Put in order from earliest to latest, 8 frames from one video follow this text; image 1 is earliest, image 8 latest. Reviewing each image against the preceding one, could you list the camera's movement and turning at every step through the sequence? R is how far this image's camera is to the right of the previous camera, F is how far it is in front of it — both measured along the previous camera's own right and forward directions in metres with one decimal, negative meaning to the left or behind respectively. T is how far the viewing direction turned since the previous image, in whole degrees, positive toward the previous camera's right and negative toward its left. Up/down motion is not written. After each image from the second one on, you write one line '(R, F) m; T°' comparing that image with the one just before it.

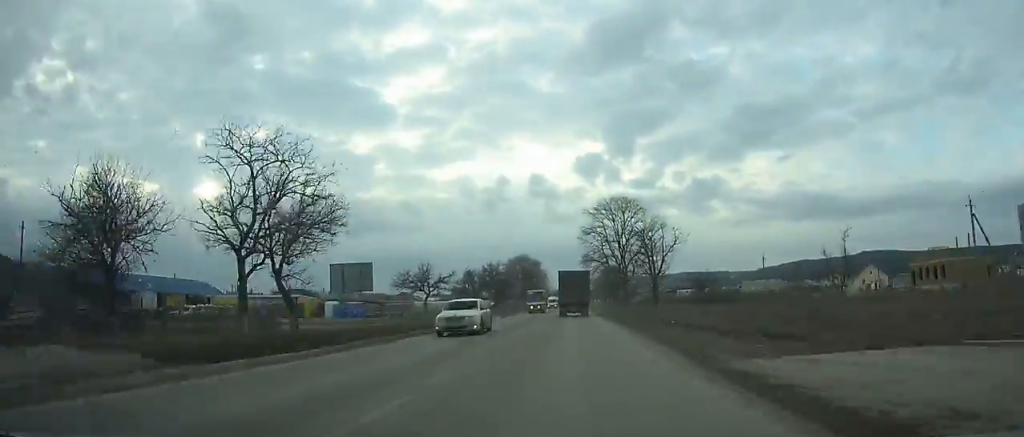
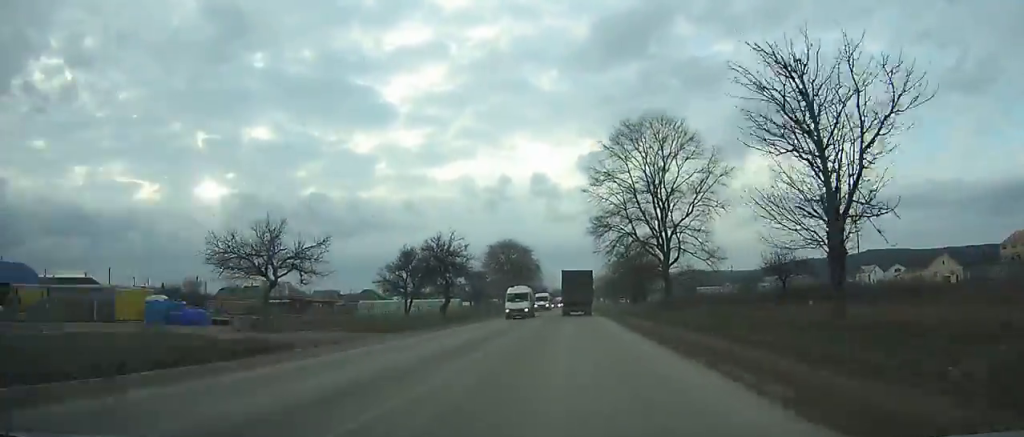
(-0.1, +43.4) m; 0°
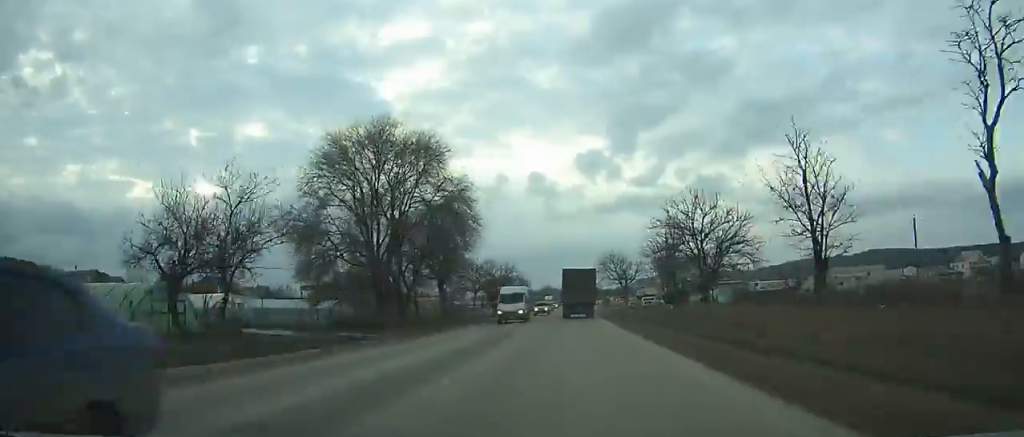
(+0.1, +82.9) m; 0°
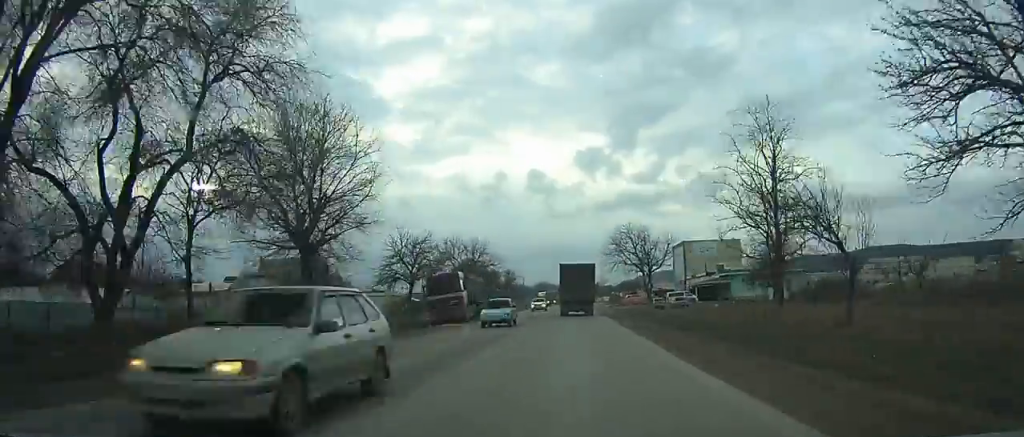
(0.0, +31.5) m; 0°
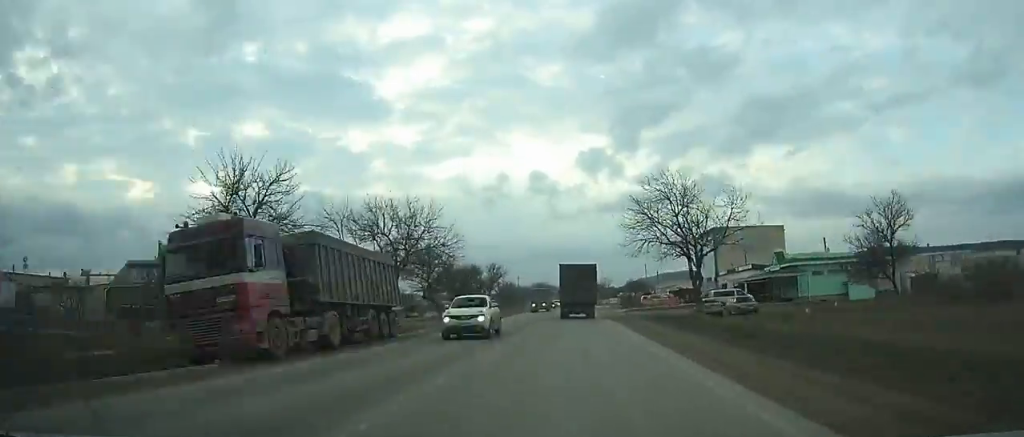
(+0.1, +25.6) m; 0°
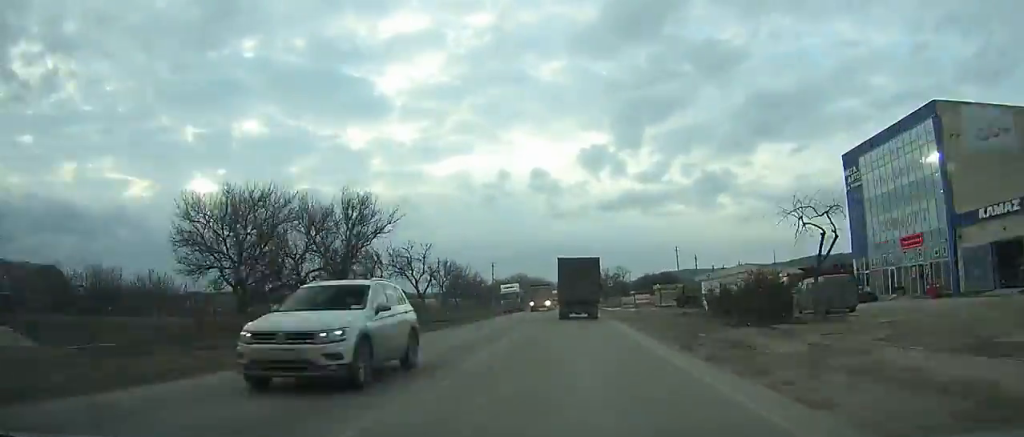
(+0.1, +64.6) m; 0°
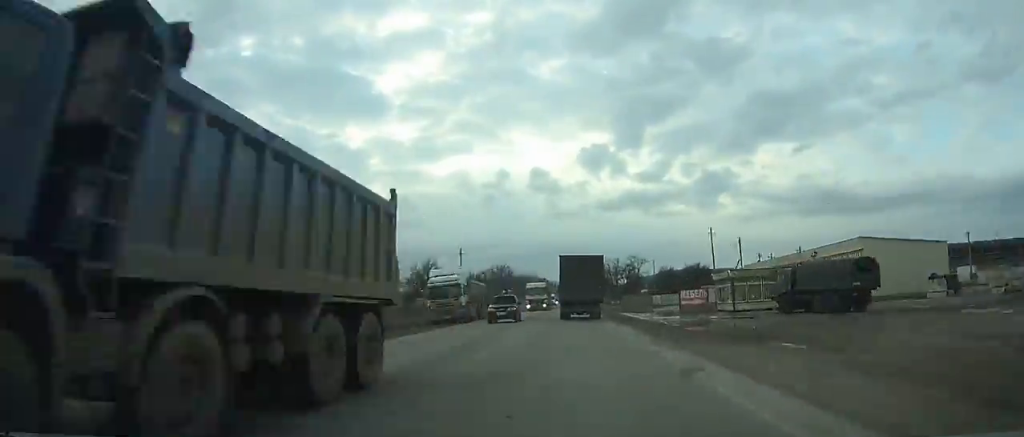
(-0.1, +40.3) m; 0°
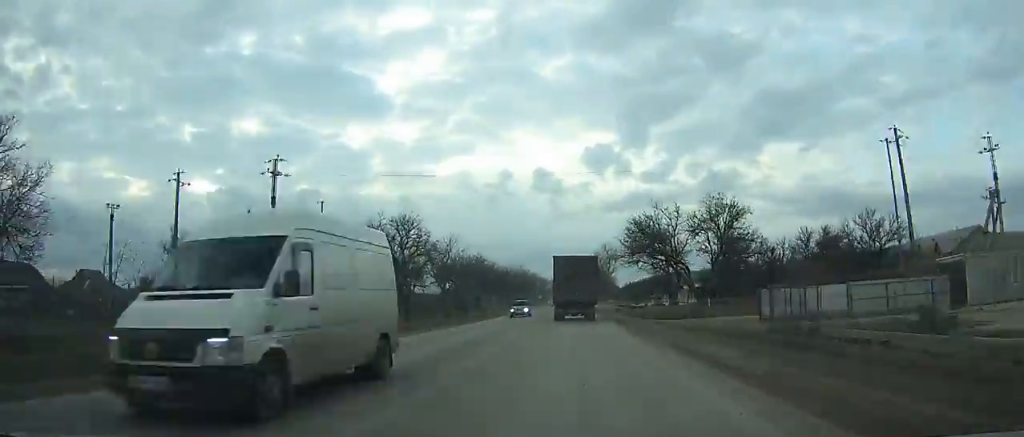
(+0.4, +66.9) m; 0°
